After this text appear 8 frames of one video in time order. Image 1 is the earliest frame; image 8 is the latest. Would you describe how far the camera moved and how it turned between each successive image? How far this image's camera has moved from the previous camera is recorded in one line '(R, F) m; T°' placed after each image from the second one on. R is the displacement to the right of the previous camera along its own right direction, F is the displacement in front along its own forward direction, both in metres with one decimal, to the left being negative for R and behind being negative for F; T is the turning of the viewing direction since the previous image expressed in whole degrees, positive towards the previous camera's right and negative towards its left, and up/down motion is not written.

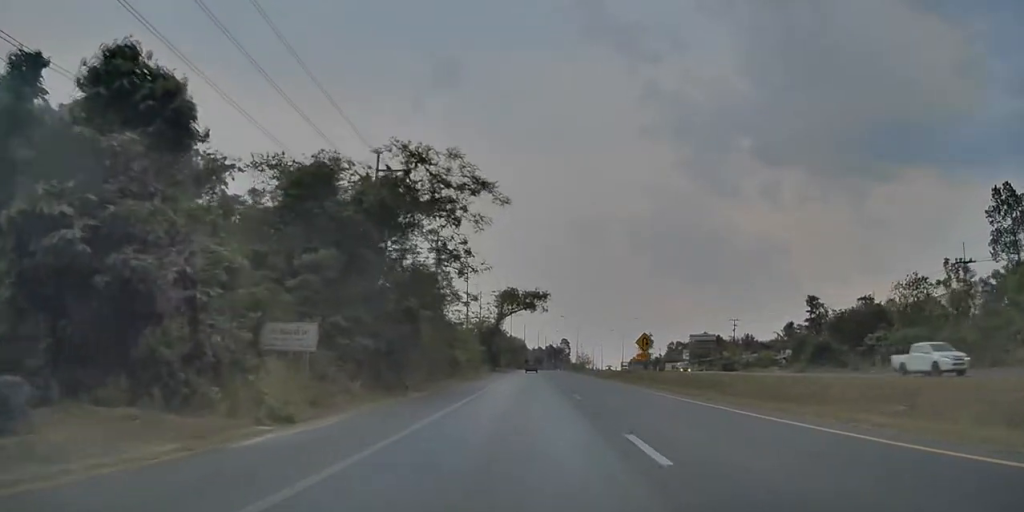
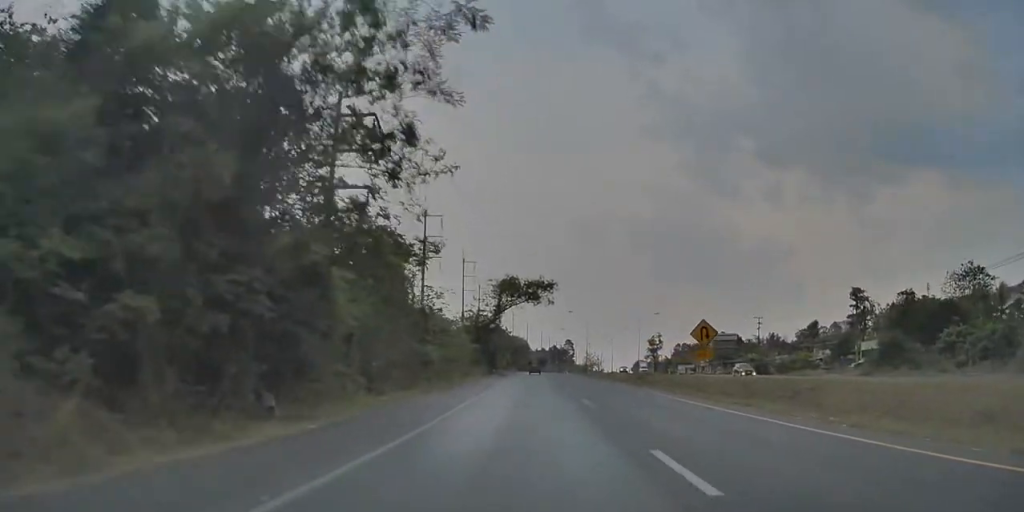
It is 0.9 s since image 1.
(-0.2, +14.3) m; 0°
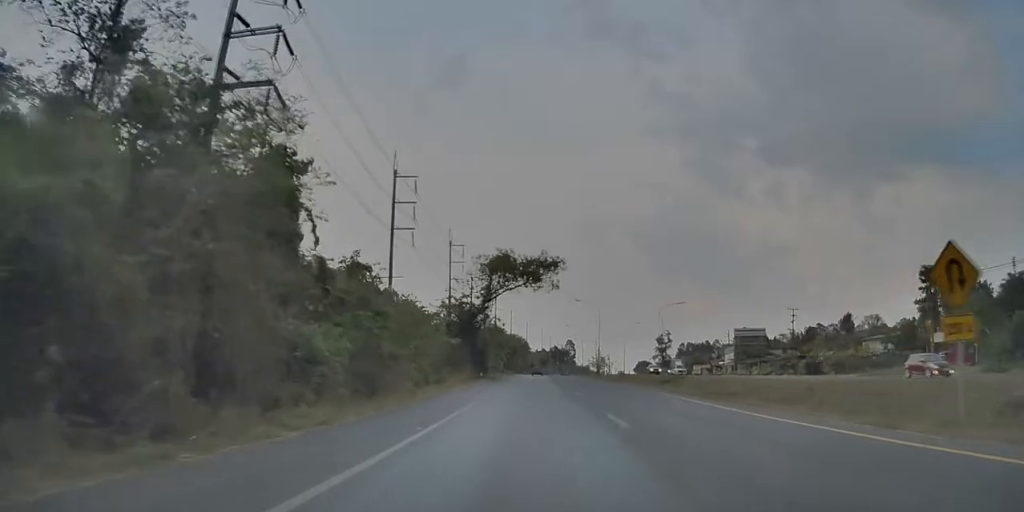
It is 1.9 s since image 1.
(-0.1, +18.0) m; -1°
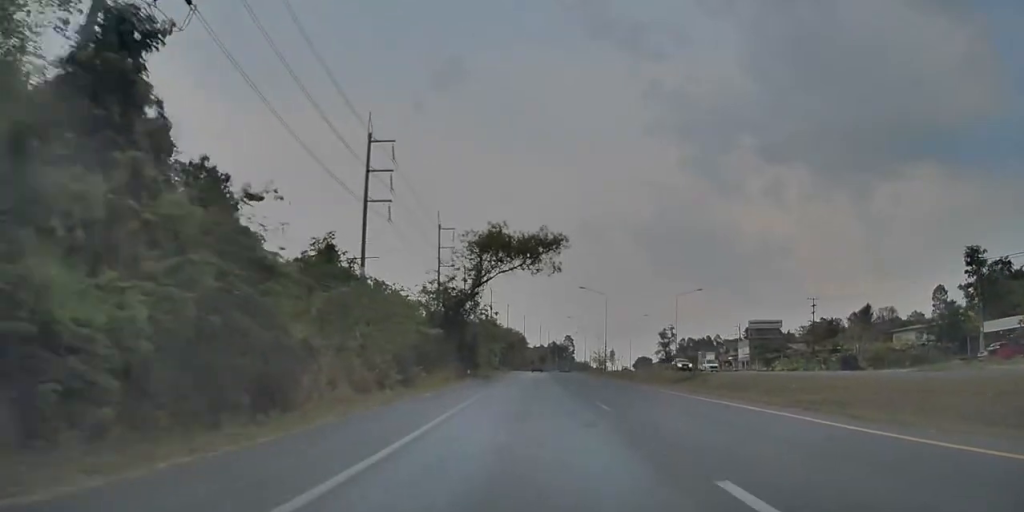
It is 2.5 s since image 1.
(0.0, +9.3) m; -1°
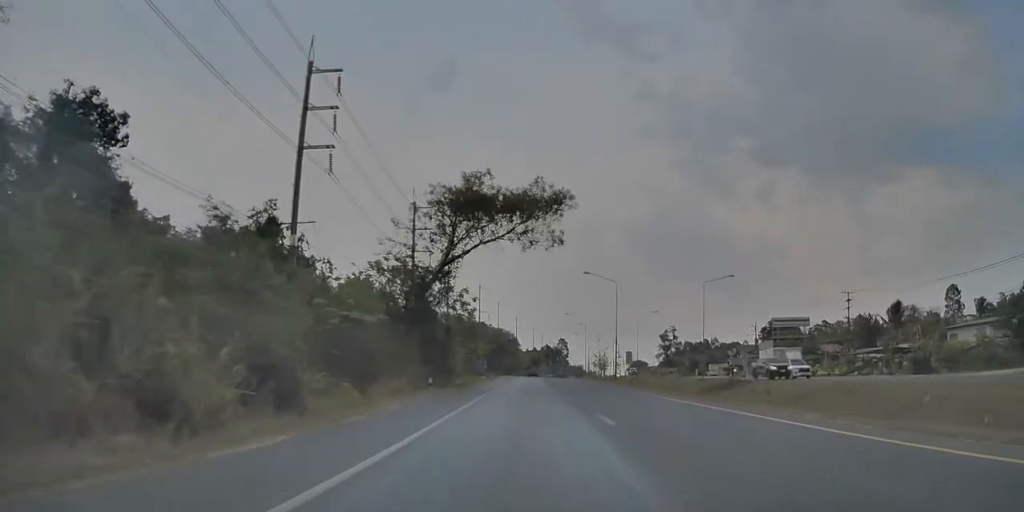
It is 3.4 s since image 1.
(-0.3, +15.4) m; -2°
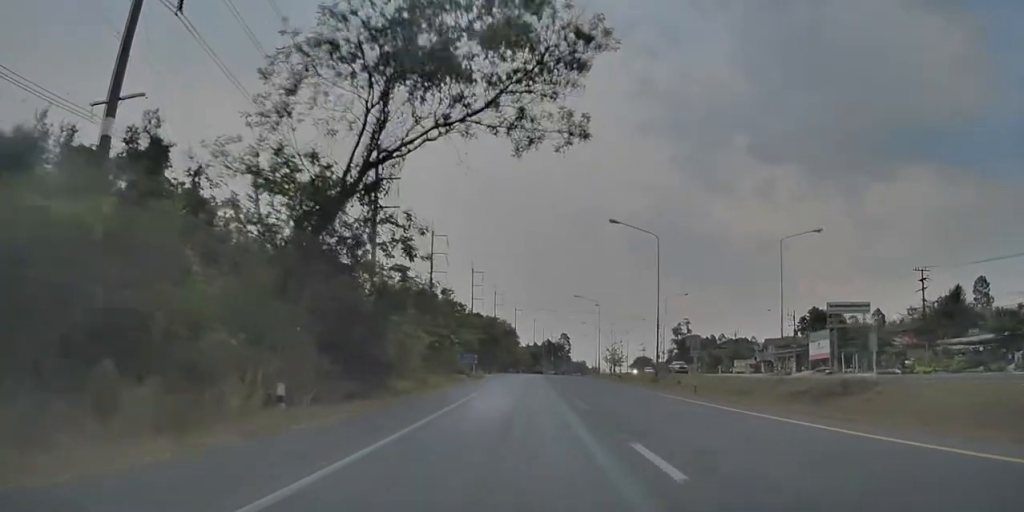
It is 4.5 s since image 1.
(-0.3, +19.1) m; 0°
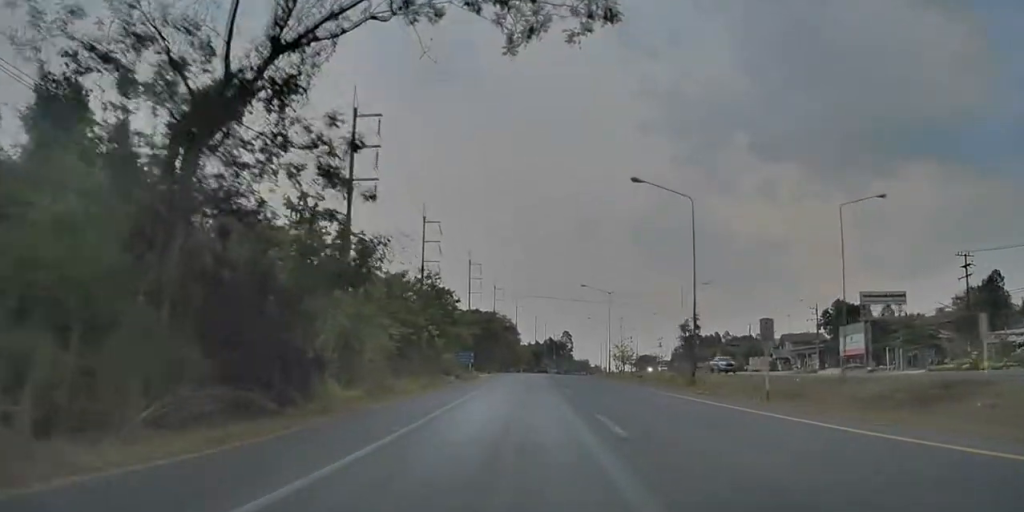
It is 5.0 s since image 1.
(0.0, +8.7) m; +2°
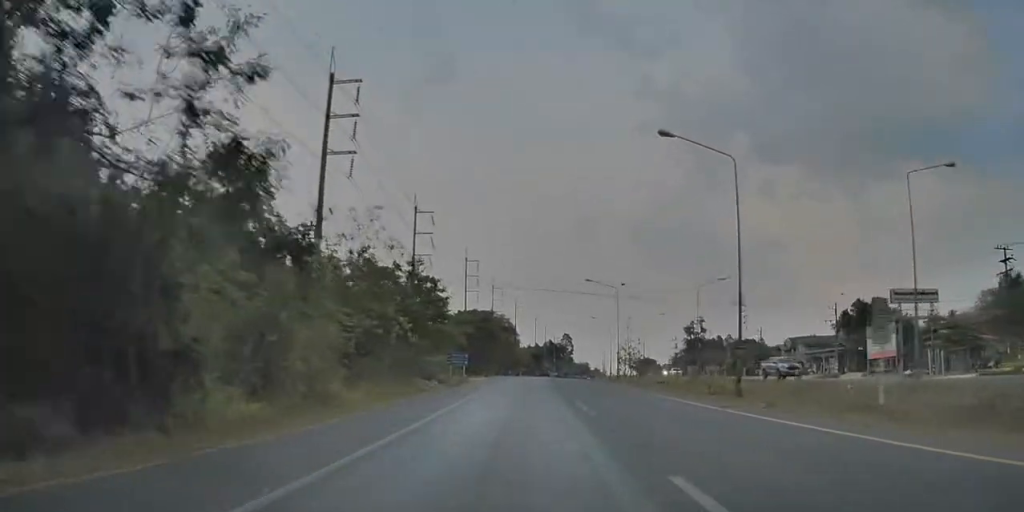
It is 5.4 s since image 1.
(0.0, +7.0) m; +1°
